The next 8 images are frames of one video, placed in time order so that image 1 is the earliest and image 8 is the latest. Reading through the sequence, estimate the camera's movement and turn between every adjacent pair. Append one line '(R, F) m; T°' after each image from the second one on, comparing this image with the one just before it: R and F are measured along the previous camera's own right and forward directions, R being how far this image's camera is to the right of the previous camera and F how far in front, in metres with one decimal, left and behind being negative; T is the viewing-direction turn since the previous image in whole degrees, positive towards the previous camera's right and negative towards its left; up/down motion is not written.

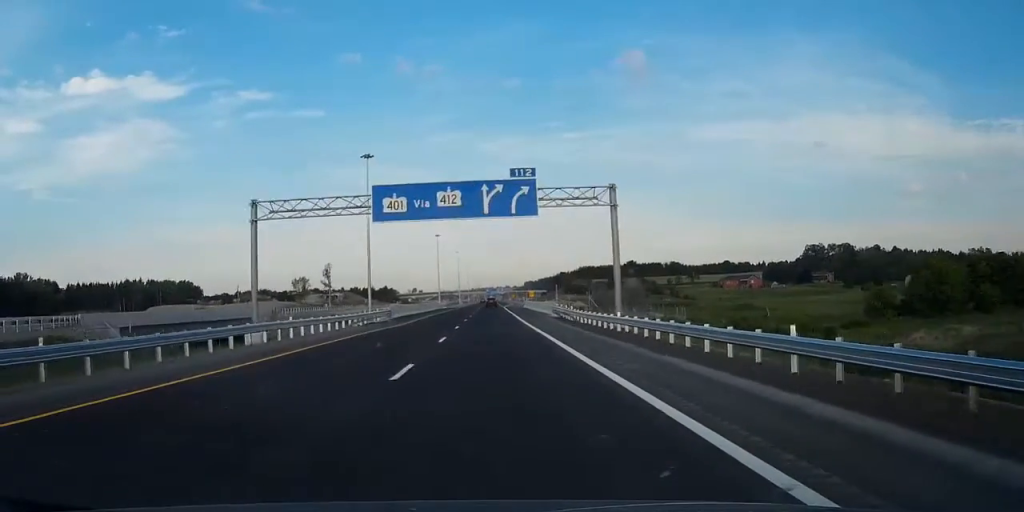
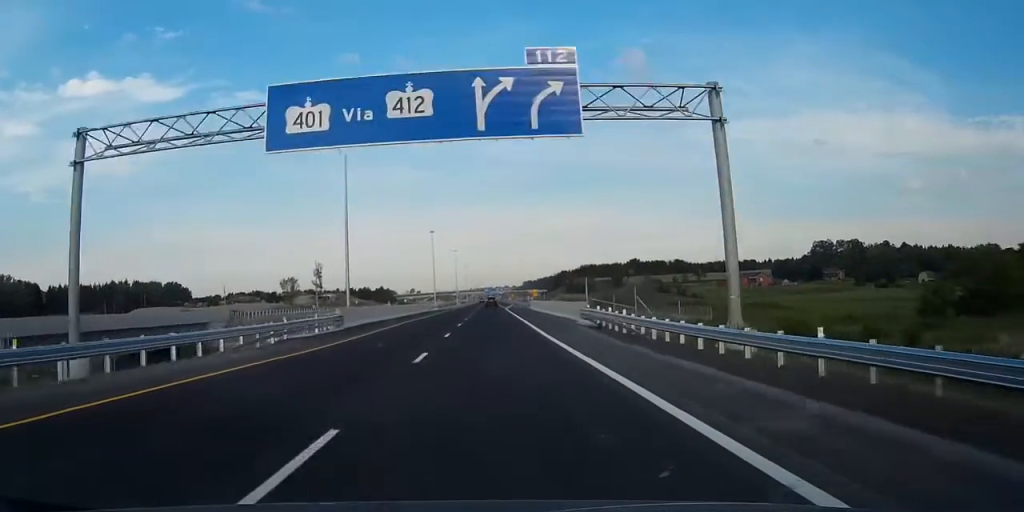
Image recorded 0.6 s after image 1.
(0.0, +20.2) m; 0°
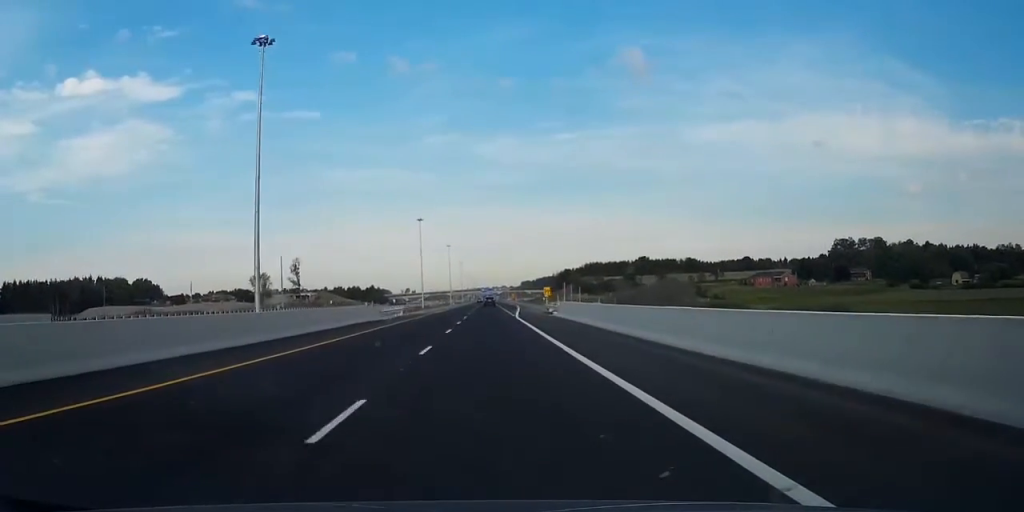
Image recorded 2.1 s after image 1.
(+0.1, +45.6) m; 0°
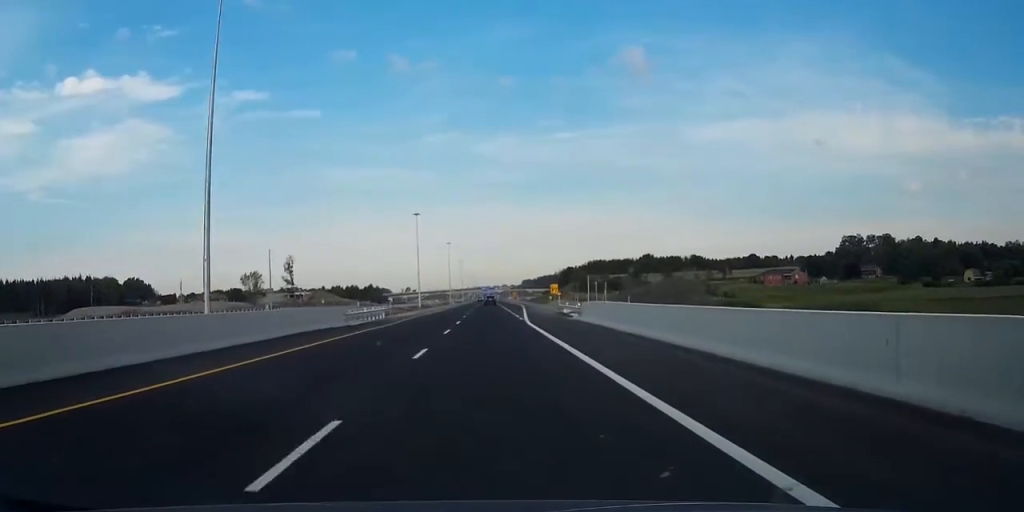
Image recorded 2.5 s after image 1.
(0.0, +13.8) m; 0°
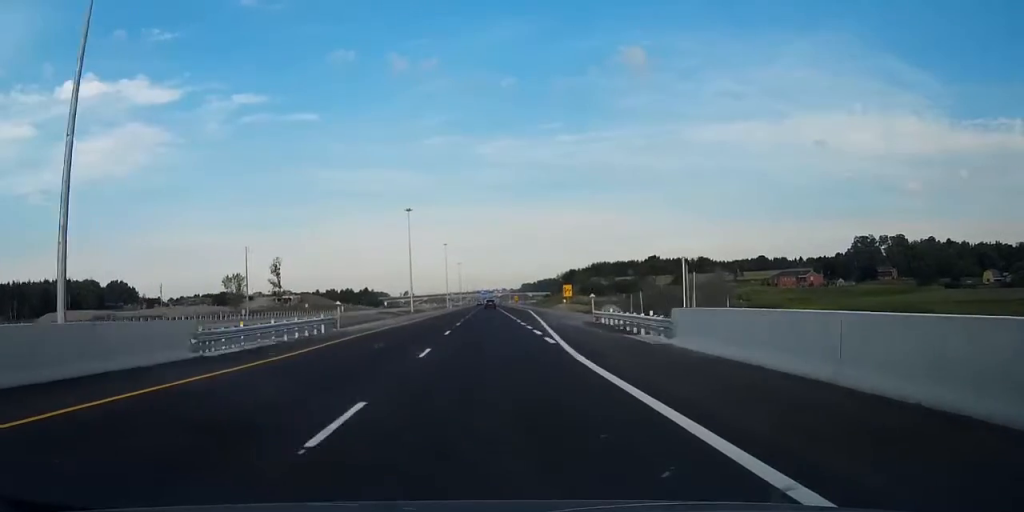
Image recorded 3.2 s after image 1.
(0.0, +22.2) m; 0°
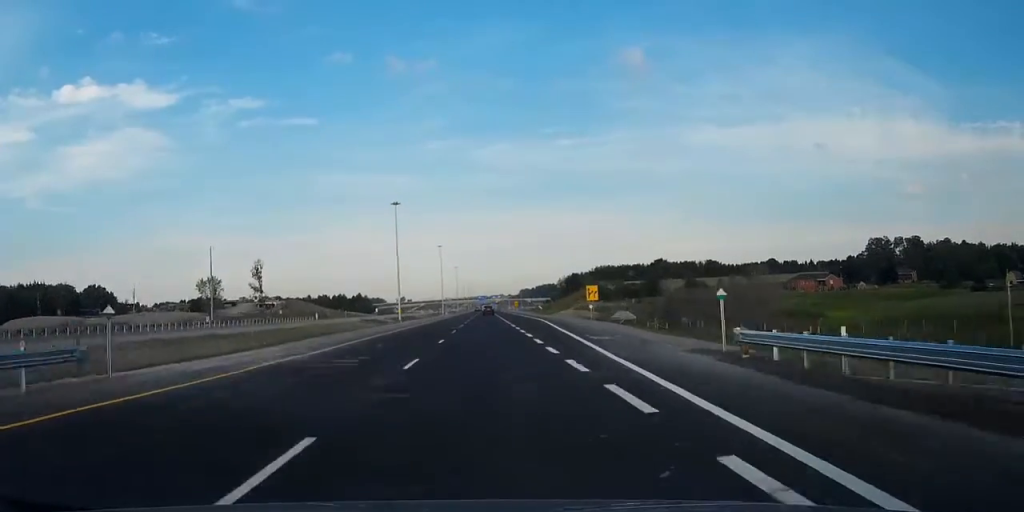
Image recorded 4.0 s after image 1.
(0.0, +26.4) m; 0°
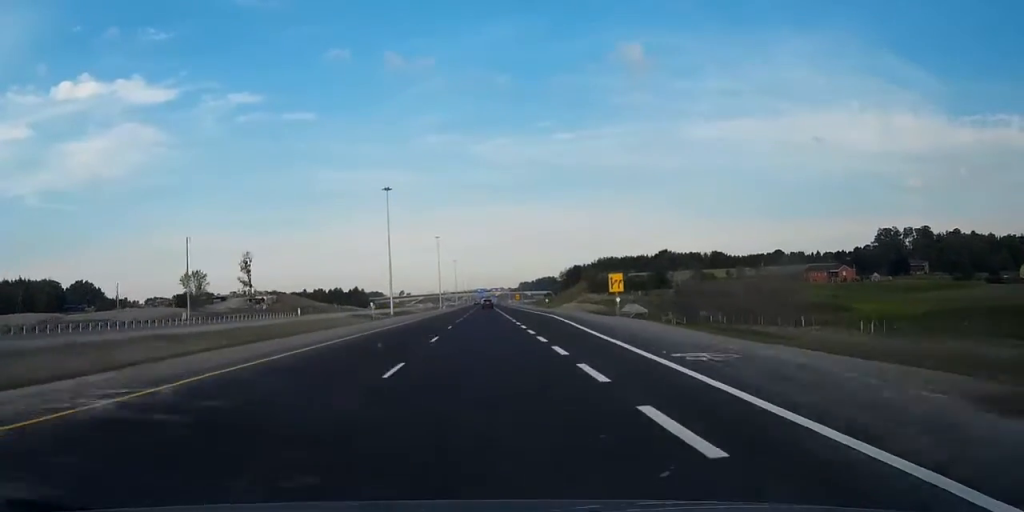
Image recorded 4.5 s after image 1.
(0.0, +14.8) m; 0°
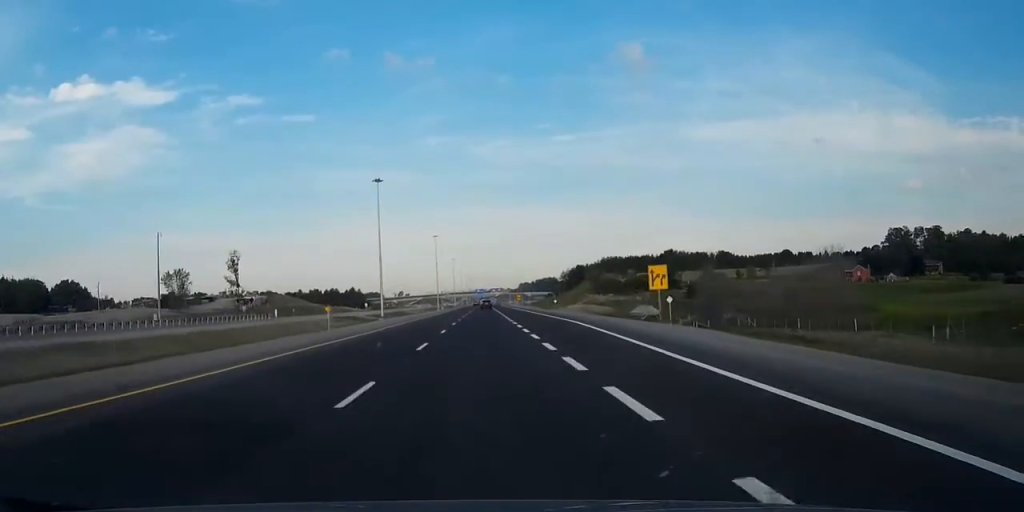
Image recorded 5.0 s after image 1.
(0.0, +15.9) m; 0°
